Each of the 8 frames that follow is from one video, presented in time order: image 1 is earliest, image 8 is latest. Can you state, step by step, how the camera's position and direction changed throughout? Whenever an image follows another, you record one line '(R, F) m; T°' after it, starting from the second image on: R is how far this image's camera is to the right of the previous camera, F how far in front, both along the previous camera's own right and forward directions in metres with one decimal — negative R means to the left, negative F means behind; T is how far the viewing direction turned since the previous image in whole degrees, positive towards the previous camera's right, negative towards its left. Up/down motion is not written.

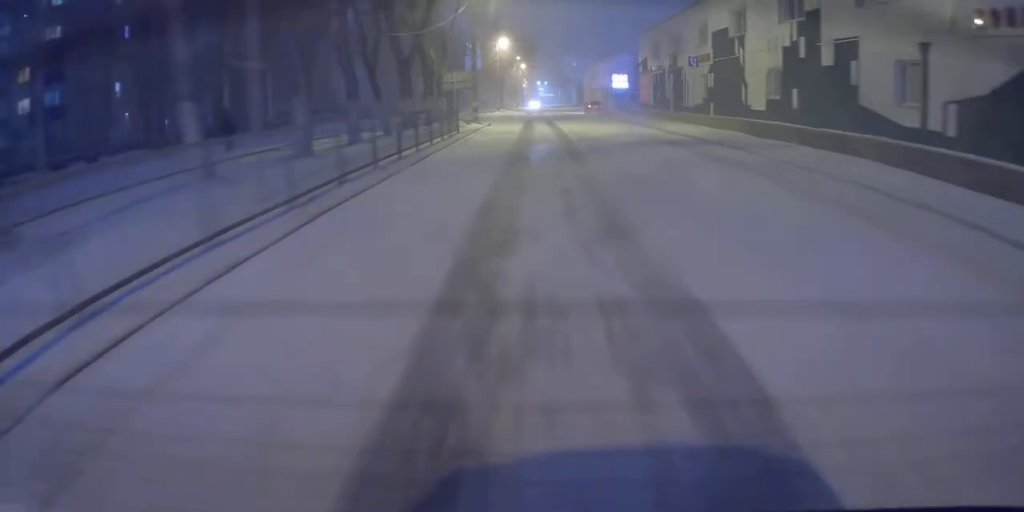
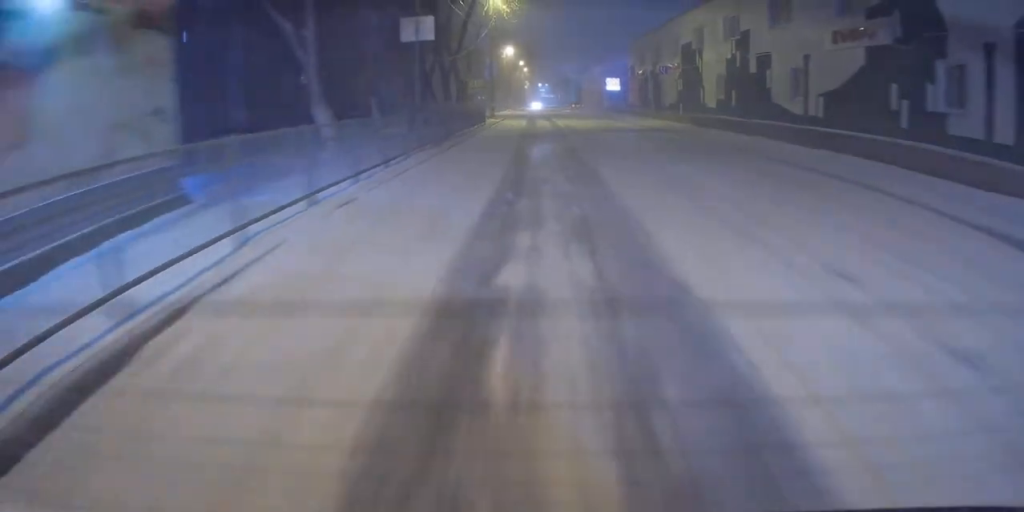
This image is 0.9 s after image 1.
(+0.1, +10.5) m; 0°
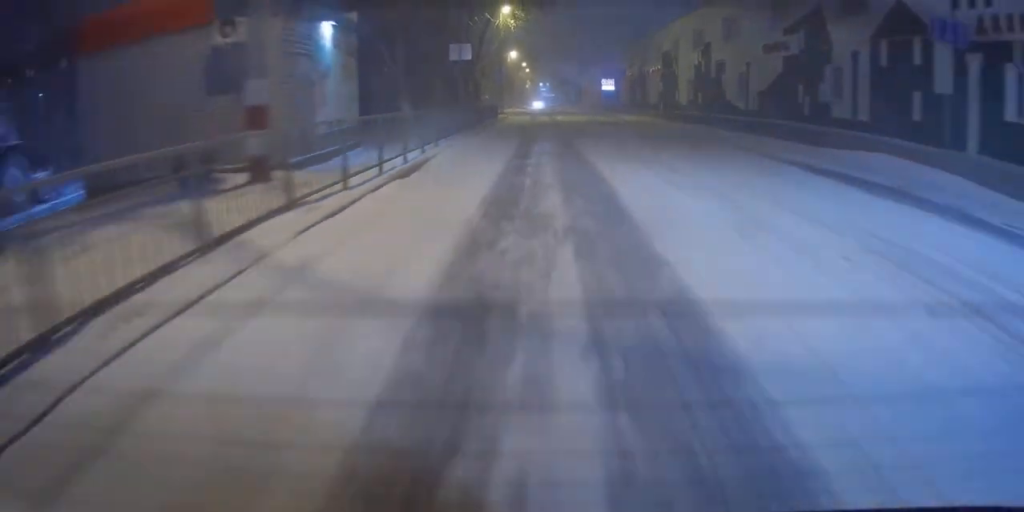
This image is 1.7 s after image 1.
(0.0, +9.6) m; 0°
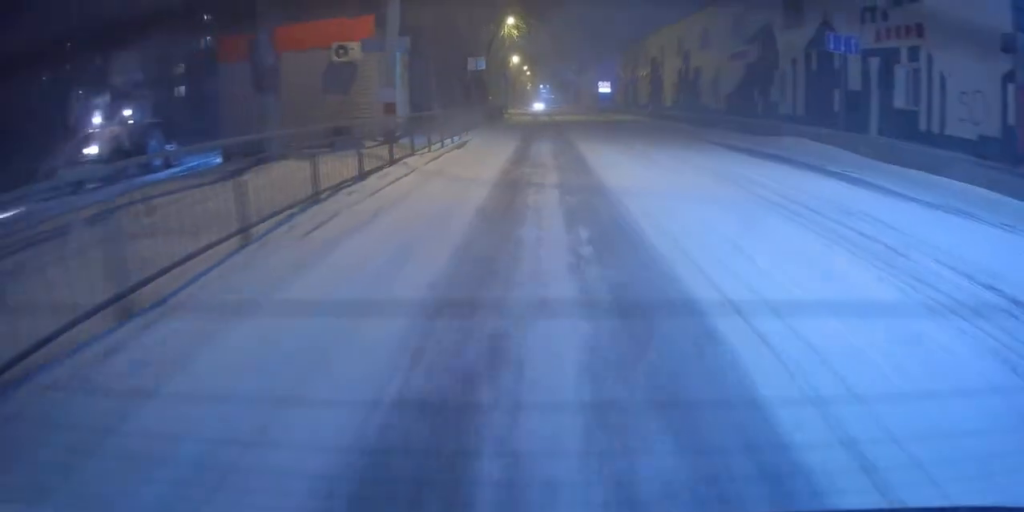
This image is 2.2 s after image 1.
(0.0, +6.8) m; 0°
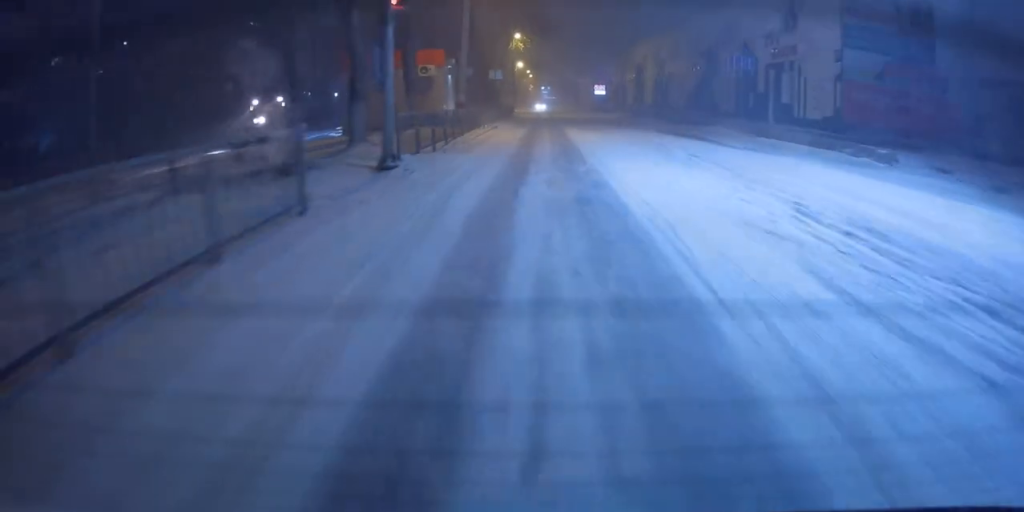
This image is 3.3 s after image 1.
(0.0, +12.2) m; +1°
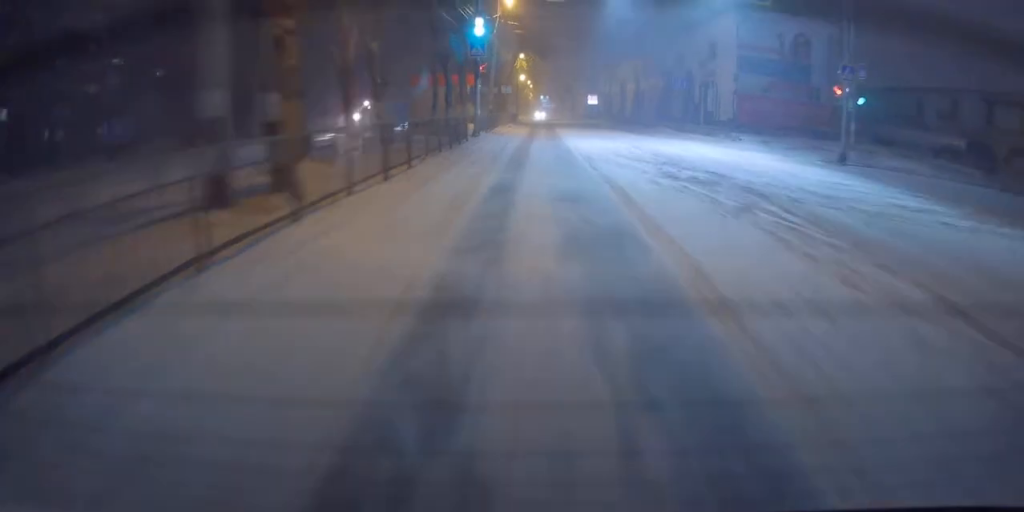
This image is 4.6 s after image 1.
(+0.1, +16.0) m; 0°
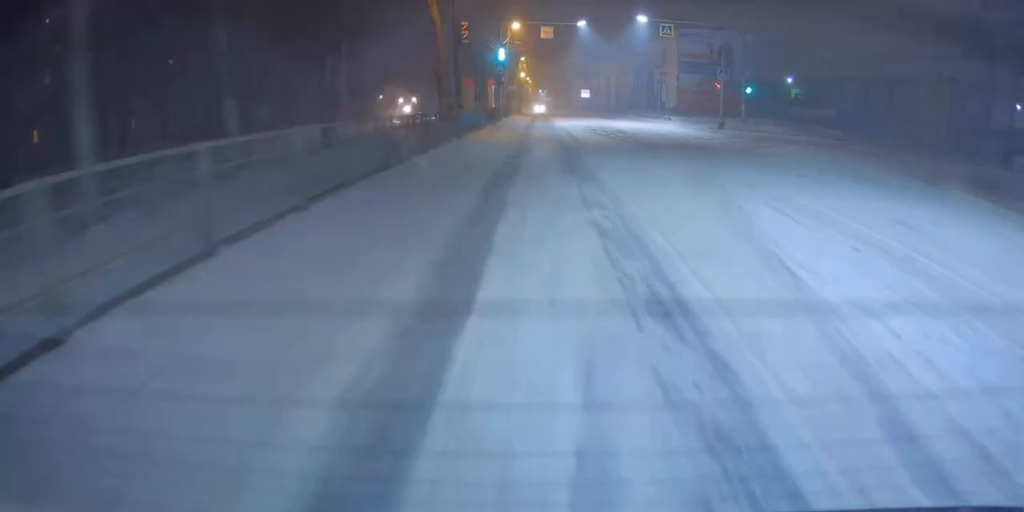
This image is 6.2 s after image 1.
(-0.2, +18.0) m; 0°
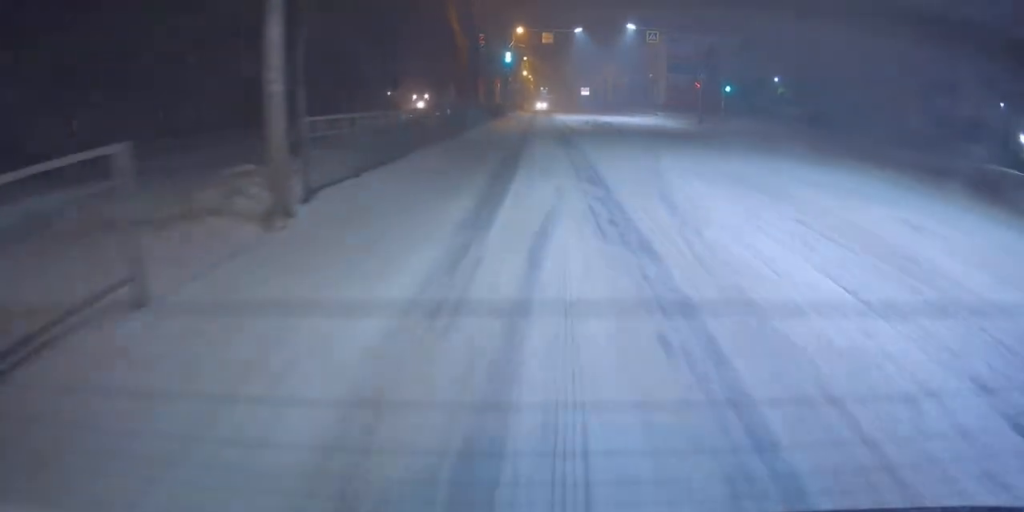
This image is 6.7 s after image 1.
(0.0, +6.2) m; 0°
